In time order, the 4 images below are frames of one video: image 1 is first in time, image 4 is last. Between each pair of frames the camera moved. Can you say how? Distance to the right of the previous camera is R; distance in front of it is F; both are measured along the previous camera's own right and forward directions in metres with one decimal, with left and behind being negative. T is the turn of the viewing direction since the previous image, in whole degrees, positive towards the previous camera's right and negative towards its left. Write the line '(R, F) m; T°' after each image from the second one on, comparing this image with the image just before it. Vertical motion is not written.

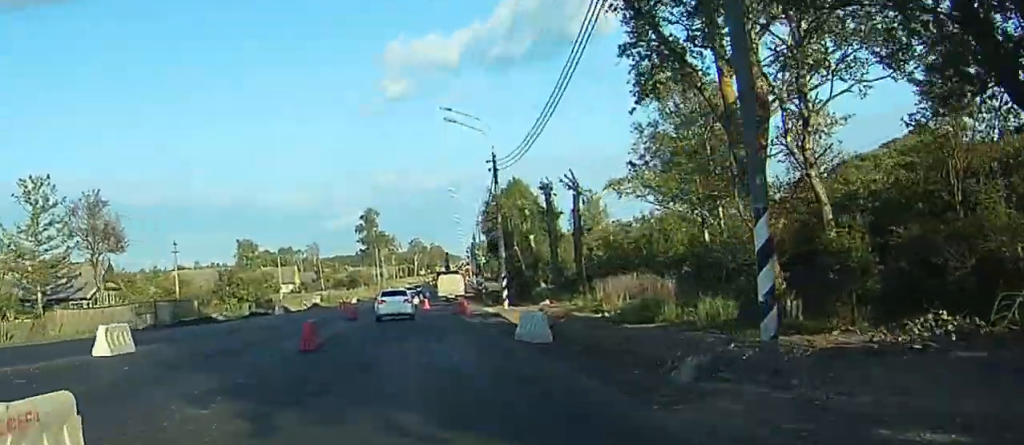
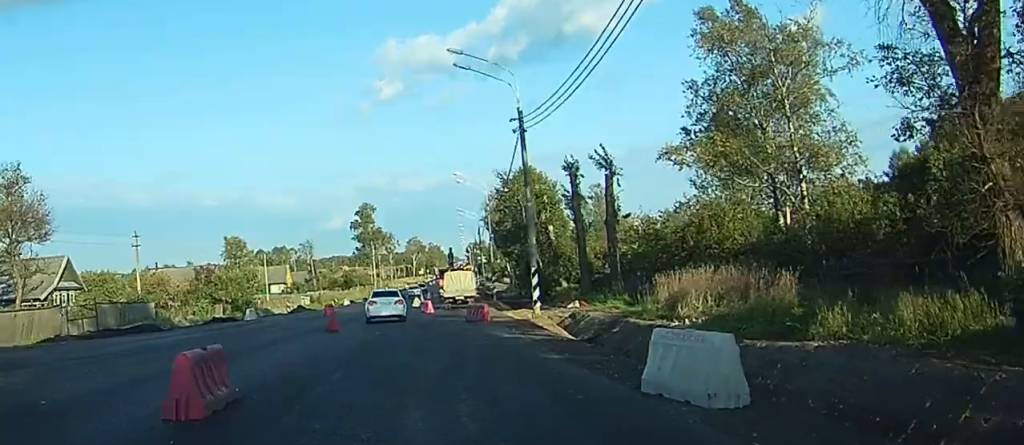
(0.0, +11.6) m; 0°
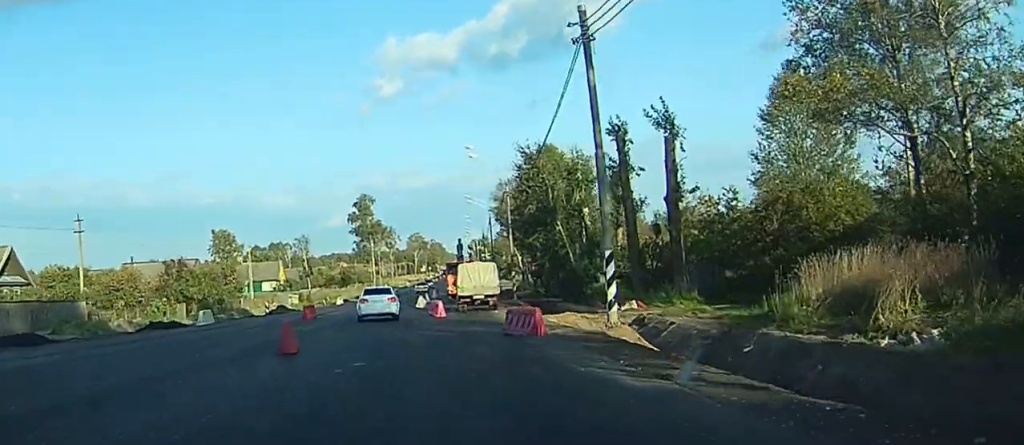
(+0.1, +13.1) m; +1°
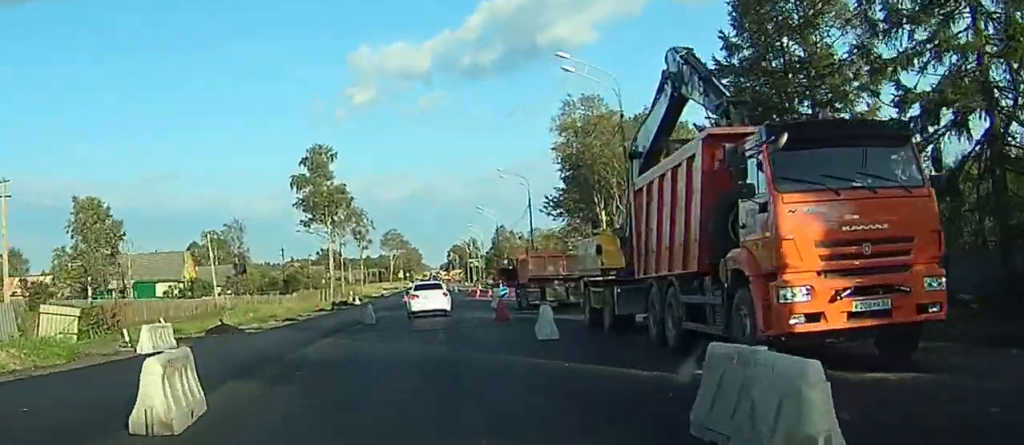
(-0.6, +65.7) m; 0°
